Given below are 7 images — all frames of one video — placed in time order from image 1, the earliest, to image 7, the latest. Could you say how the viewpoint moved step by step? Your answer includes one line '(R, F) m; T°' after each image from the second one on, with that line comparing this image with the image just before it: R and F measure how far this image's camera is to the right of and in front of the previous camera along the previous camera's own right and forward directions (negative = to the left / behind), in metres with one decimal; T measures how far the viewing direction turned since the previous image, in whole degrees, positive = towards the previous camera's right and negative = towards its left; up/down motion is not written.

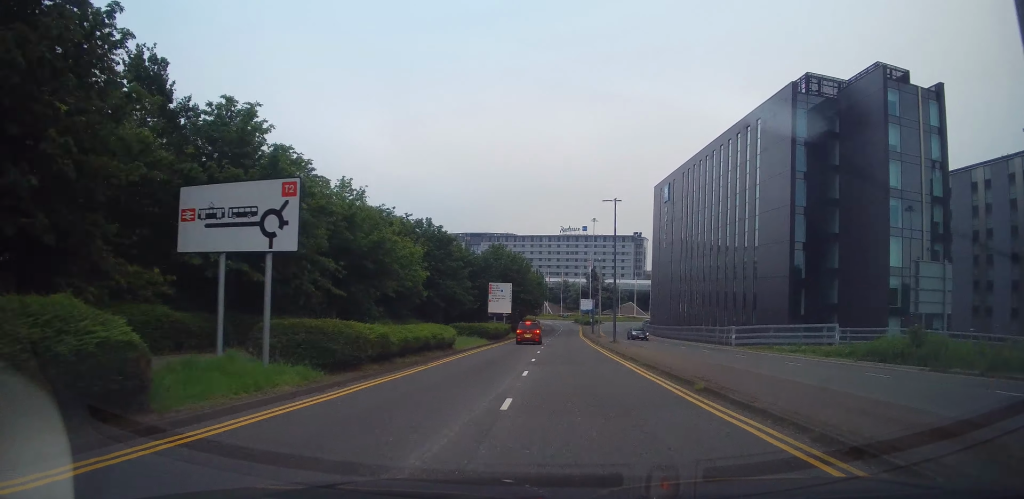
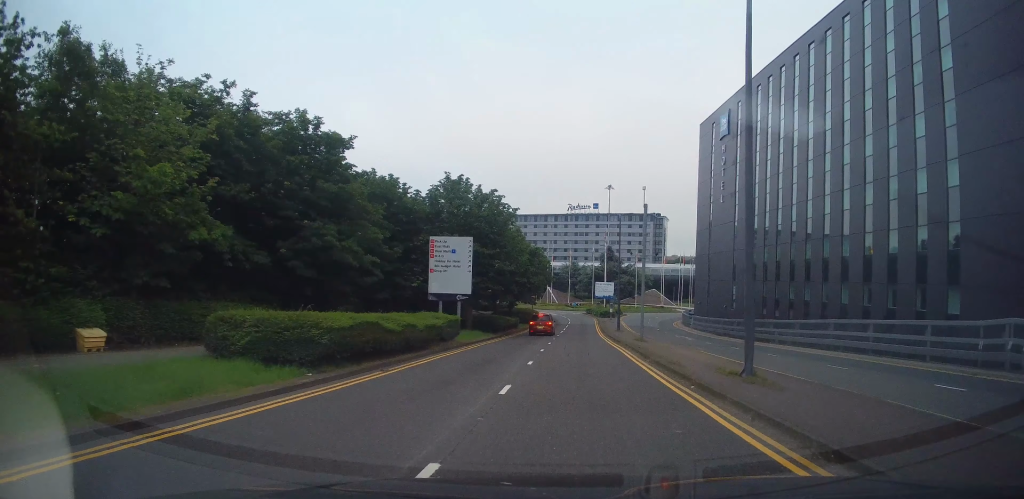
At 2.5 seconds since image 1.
(-0.2, +28.4) m; 0°
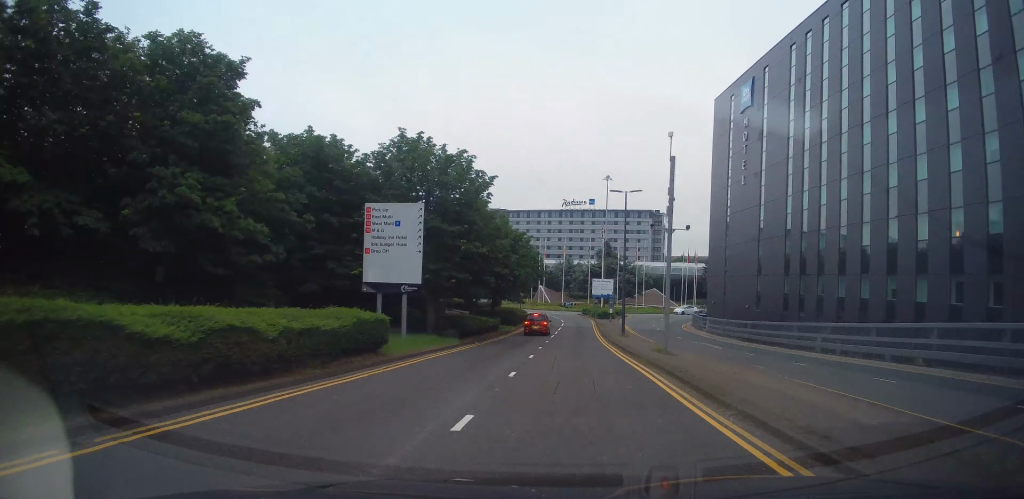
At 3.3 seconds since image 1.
(-0.1, +9.3) m; +1°
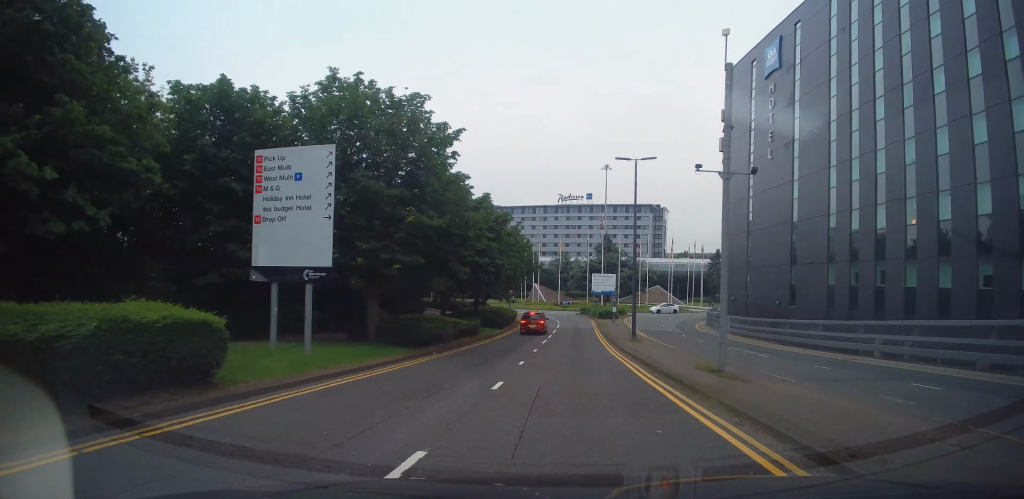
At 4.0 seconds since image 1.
(+0.2, +7.9) m; -1°
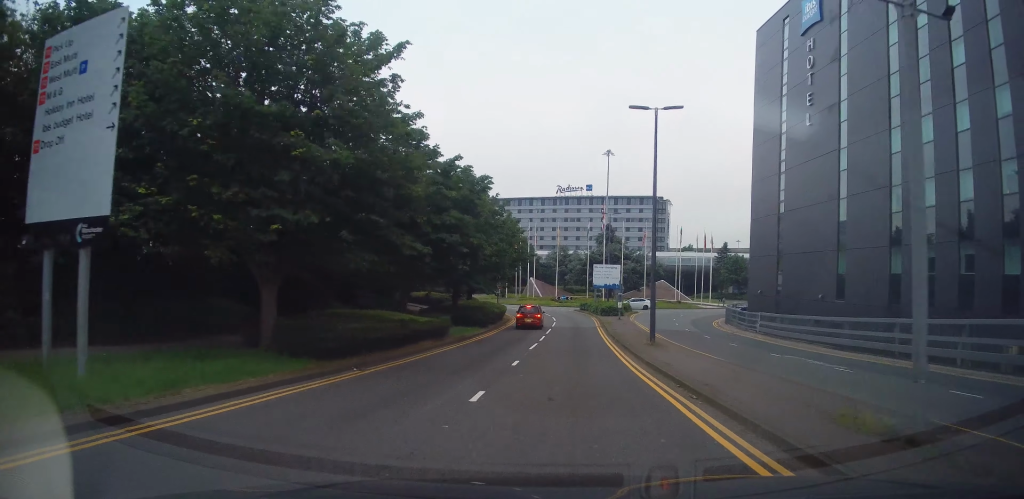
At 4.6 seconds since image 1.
(-0.1, +7.5) m; -2°
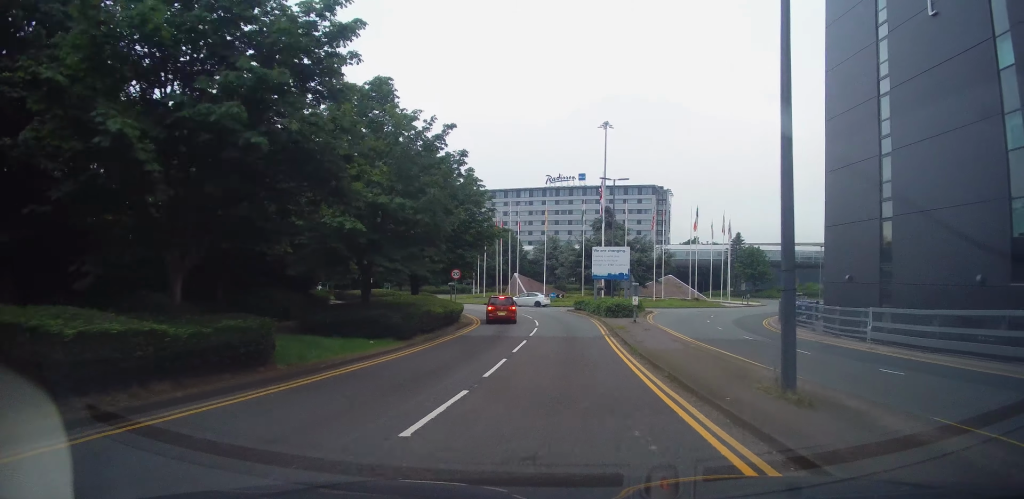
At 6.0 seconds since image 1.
(-0.6, +15.6) m; +1°
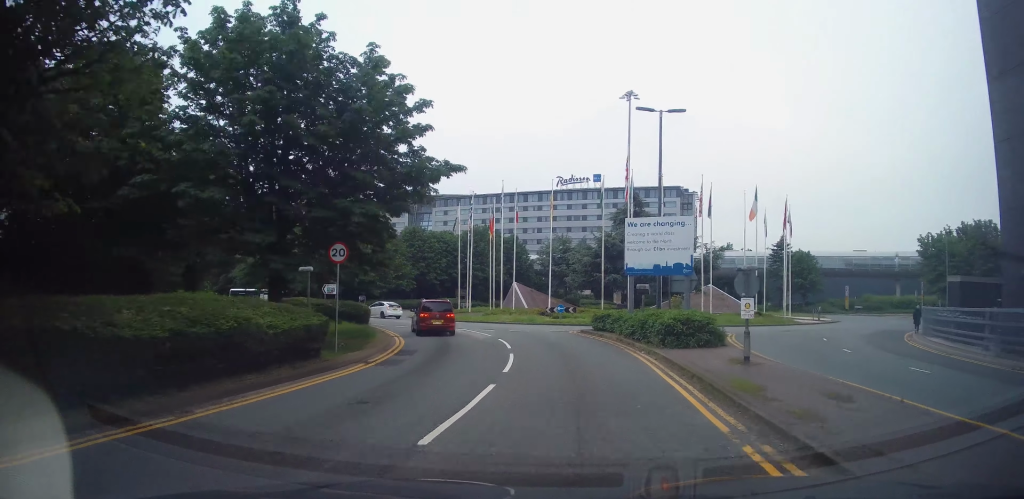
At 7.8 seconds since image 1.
(+0.8, +17.7) m; +2°
